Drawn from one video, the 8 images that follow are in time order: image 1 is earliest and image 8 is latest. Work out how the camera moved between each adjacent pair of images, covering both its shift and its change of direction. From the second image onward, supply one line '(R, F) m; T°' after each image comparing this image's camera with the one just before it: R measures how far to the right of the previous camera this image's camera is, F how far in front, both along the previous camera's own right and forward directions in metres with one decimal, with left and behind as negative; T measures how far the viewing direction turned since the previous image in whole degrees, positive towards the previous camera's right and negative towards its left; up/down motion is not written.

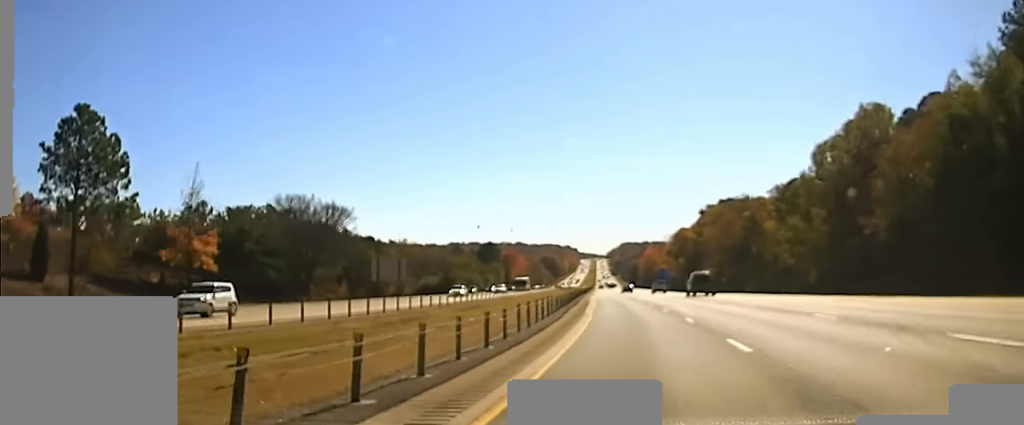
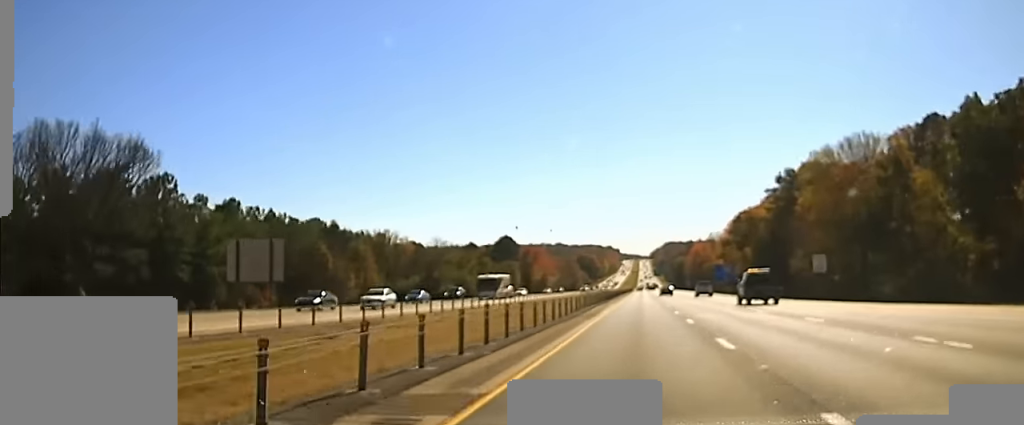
(-1.9, +64.8) m; -2°
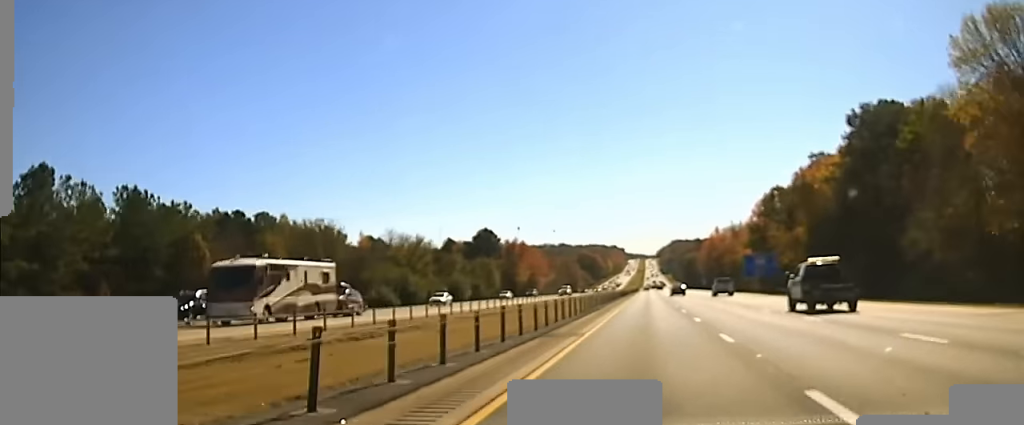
(-0.1, +48.5) m; 0°
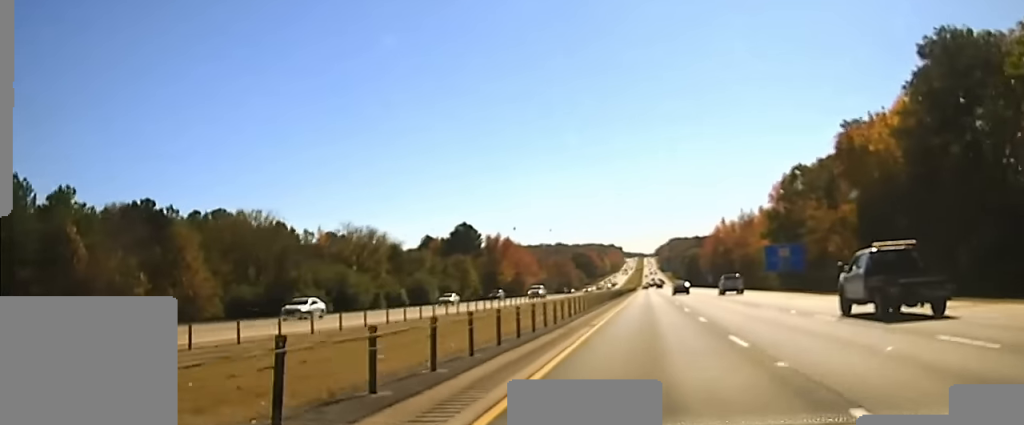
(0.0, +28.3) m; 0°
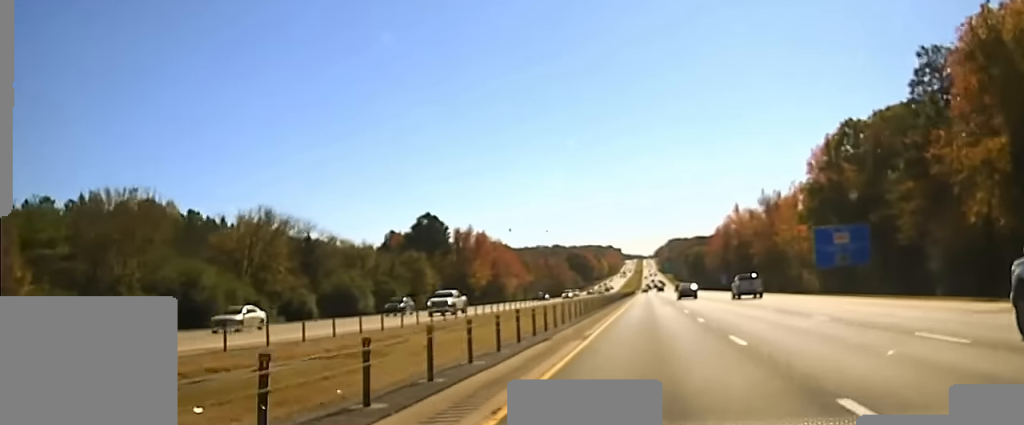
(0.0, +36.4) m; 0°
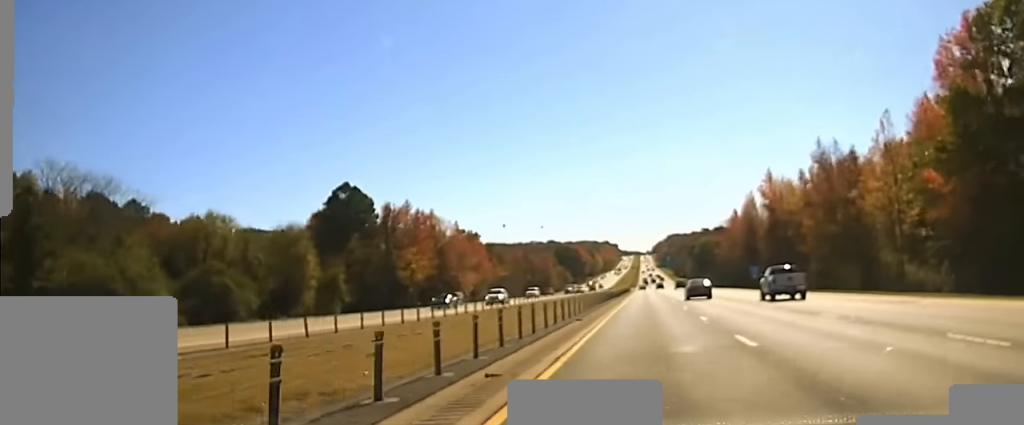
(0.0, +50.4) m; 0°
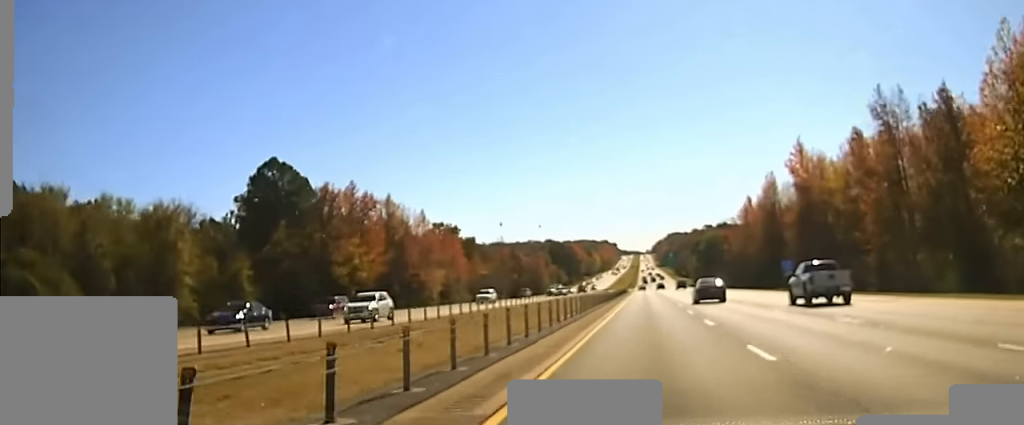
(0.0, +30.3) m; 0°
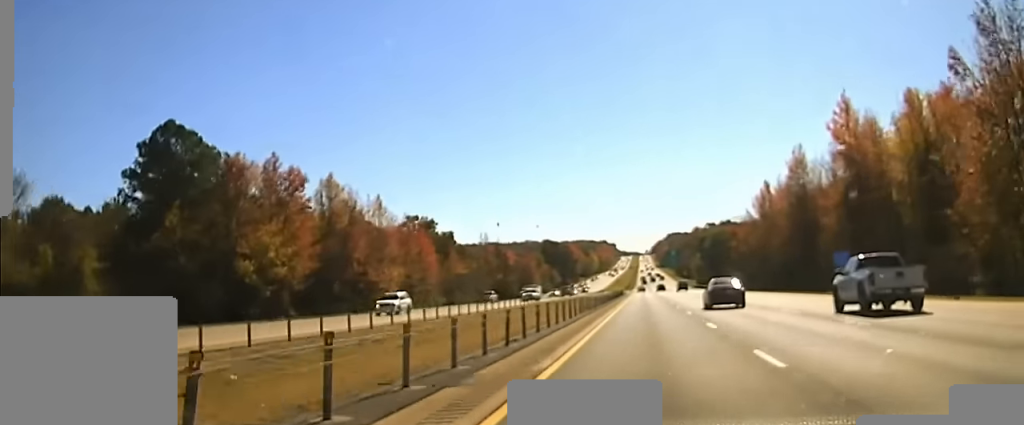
(0.0, +24.8) m; 0°
